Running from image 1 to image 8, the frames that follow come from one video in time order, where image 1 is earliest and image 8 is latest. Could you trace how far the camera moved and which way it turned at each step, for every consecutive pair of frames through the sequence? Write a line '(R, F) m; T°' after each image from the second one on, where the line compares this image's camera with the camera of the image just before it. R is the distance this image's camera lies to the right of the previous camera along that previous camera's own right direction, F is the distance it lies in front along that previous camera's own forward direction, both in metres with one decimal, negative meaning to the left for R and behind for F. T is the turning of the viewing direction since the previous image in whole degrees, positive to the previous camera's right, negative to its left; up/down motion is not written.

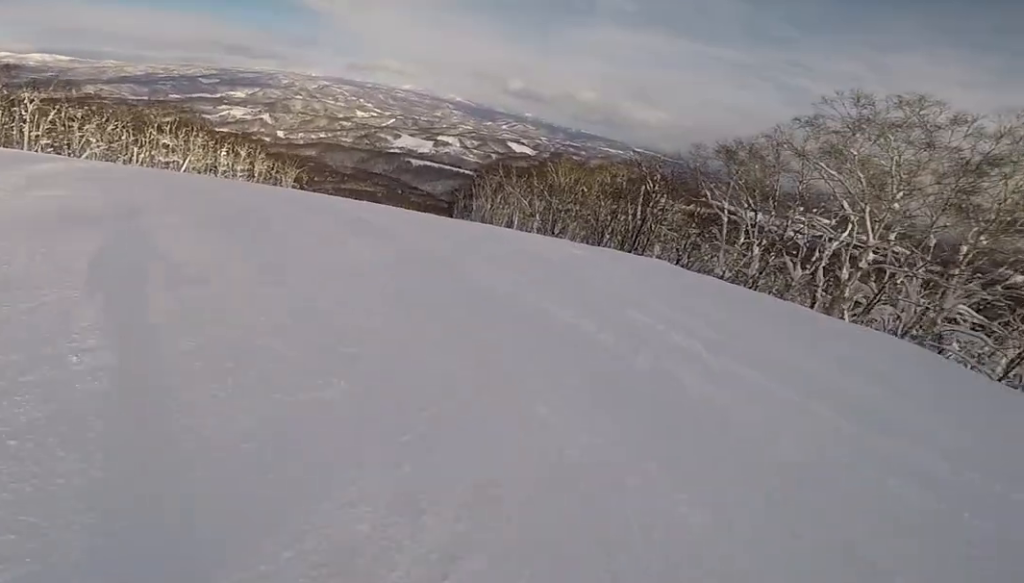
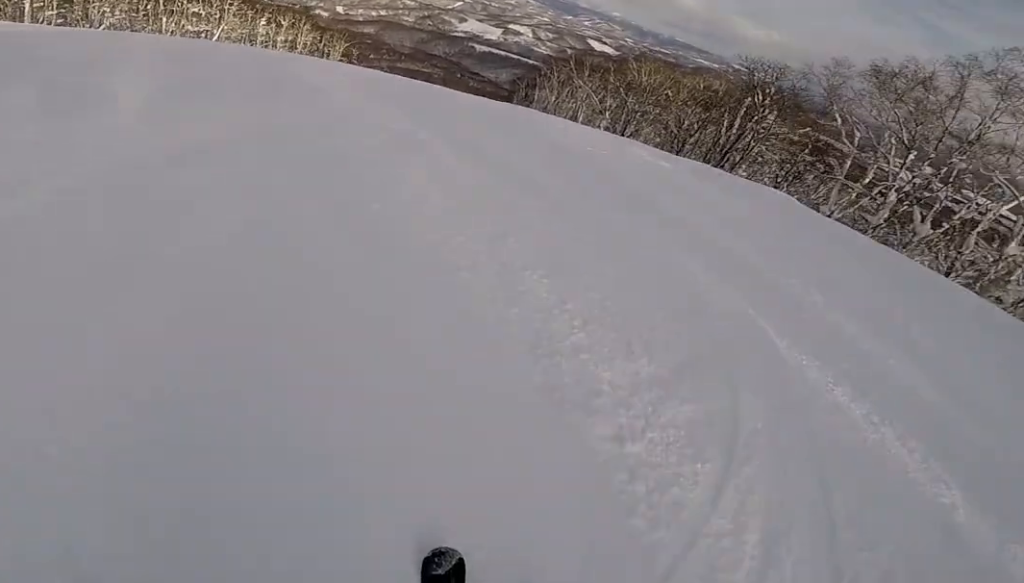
(-0.9, +5.0) m; -17°
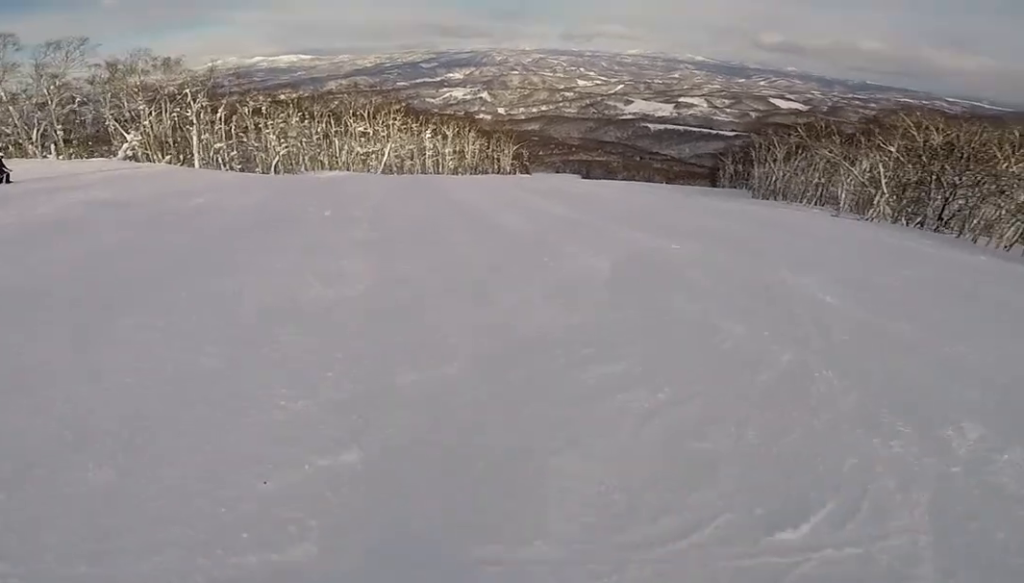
(-3.9, +12.0) m; -15°
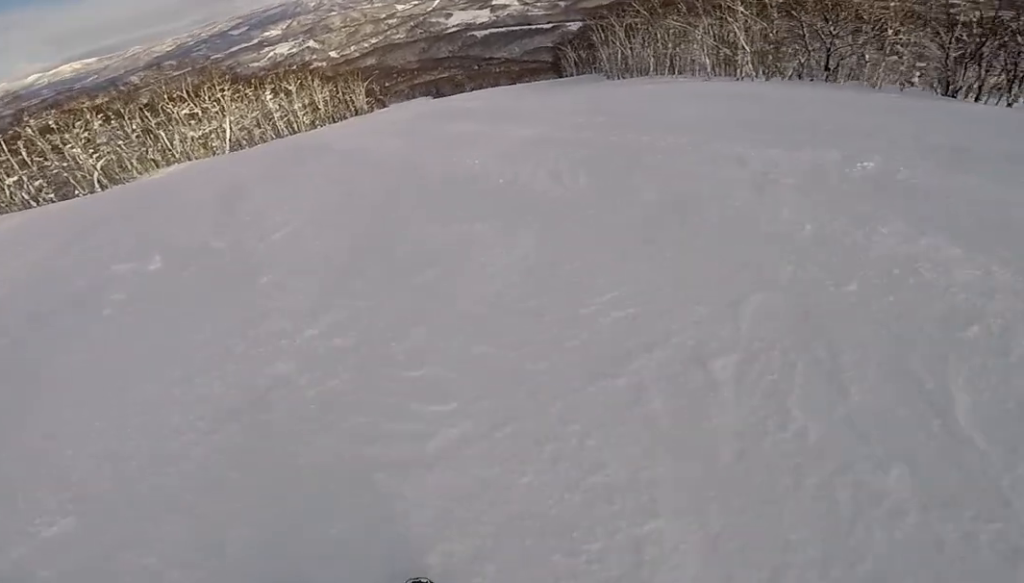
(0.0, +5.5) m; +19°
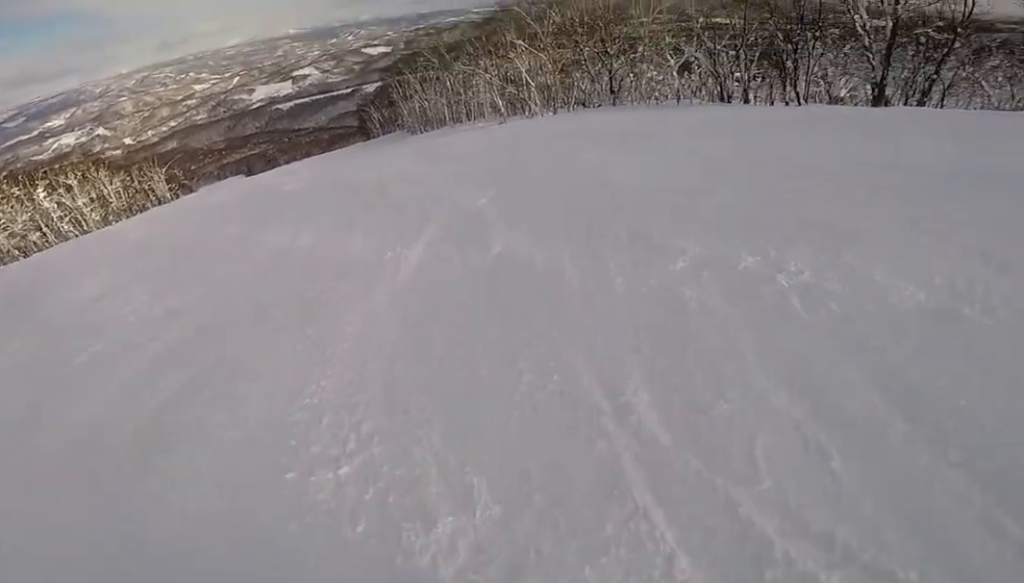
(+2.1, +5.5) m; +23°
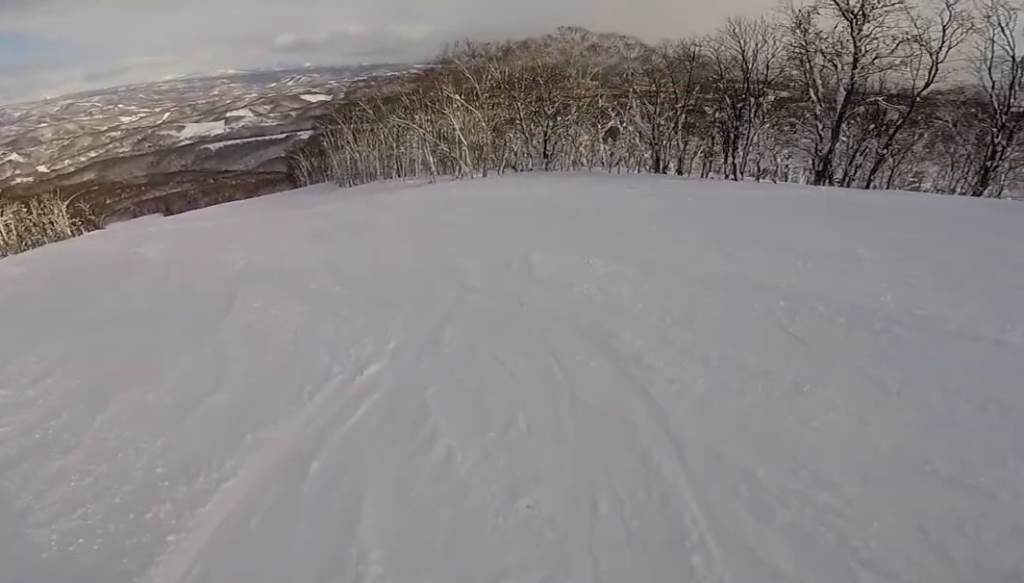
(+0.1, +3.7) m; -5°
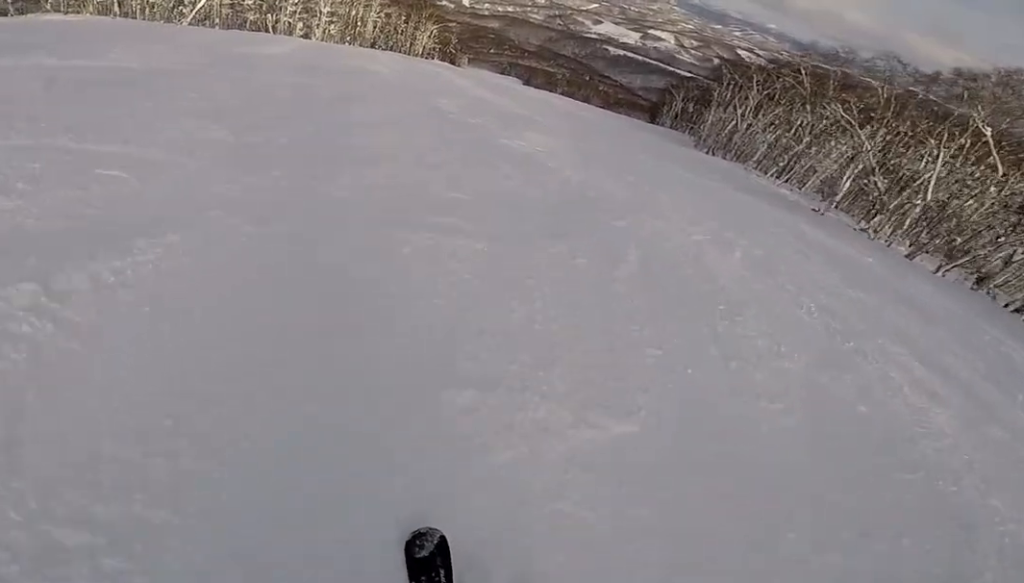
(-3.1, +11.8) m; -32°
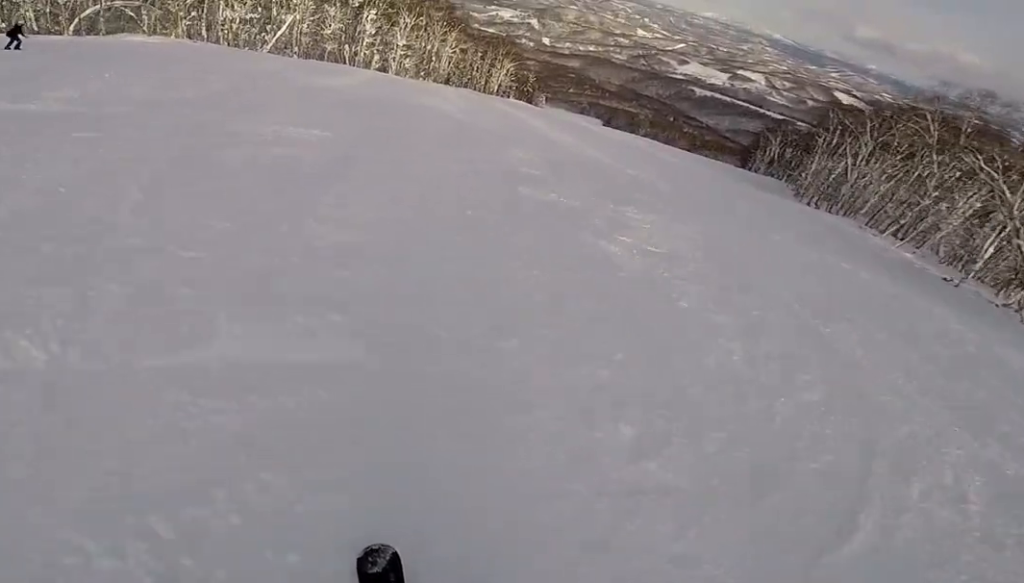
(-0.8, +3.1) m; 0°
